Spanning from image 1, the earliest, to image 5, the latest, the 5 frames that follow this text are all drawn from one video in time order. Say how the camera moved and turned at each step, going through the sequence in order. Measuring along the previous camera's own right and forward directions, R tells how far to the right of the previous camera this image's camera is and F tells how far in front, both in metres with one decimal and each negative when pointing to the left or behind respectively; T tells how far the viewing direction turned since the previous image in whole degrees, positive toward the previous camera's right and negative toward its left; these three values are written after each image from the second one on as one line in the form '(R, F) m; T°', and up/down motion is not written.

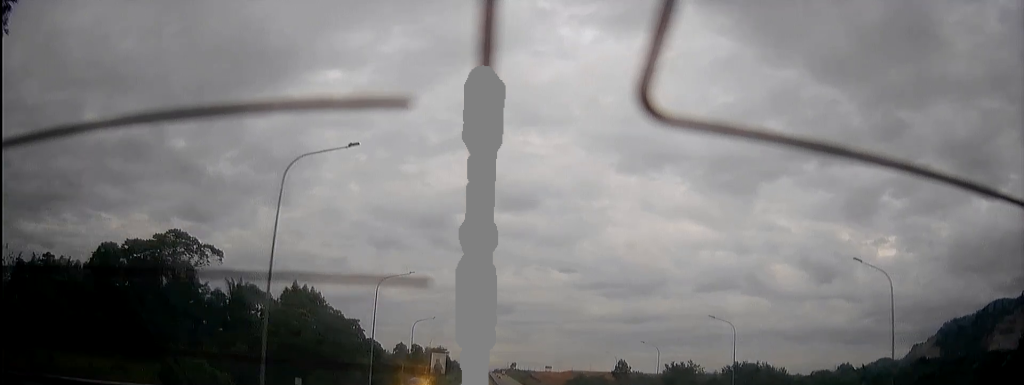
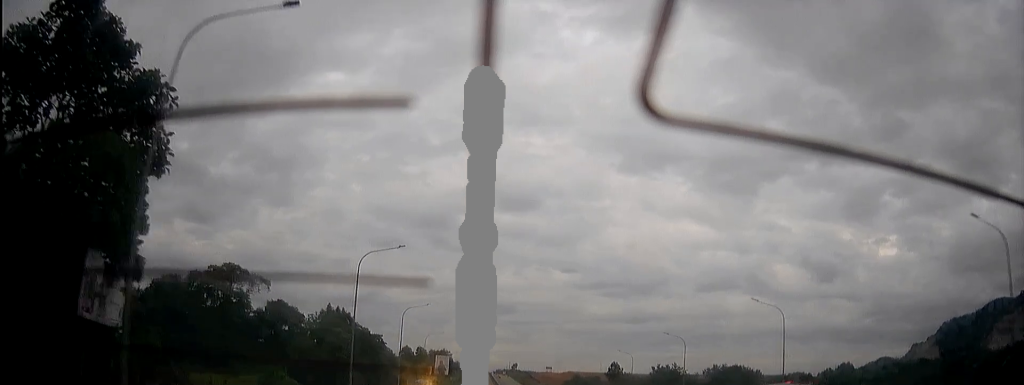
(0.0, +18.4) m; 0°
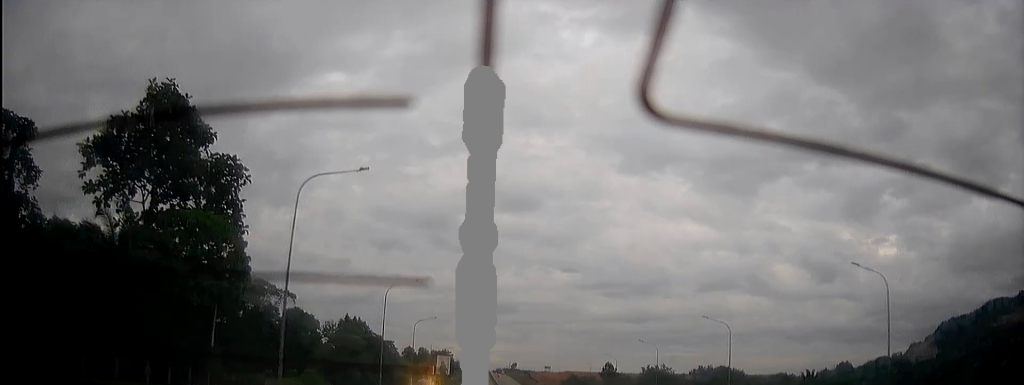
(0.0, +13.8) m; 0°
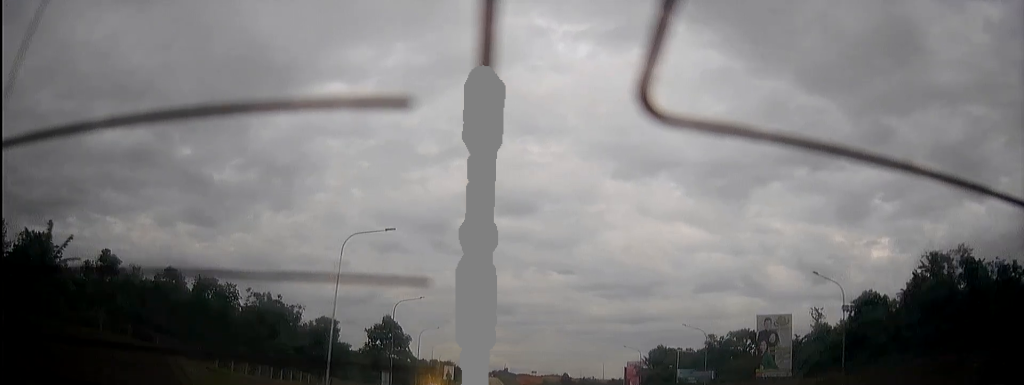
(+0.3, +131.9) m; 0°
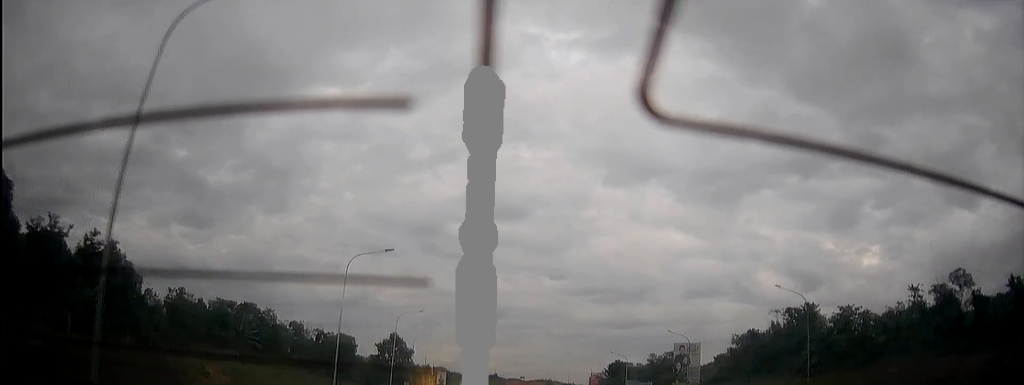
(-0.2, +36.7) m; -1°
